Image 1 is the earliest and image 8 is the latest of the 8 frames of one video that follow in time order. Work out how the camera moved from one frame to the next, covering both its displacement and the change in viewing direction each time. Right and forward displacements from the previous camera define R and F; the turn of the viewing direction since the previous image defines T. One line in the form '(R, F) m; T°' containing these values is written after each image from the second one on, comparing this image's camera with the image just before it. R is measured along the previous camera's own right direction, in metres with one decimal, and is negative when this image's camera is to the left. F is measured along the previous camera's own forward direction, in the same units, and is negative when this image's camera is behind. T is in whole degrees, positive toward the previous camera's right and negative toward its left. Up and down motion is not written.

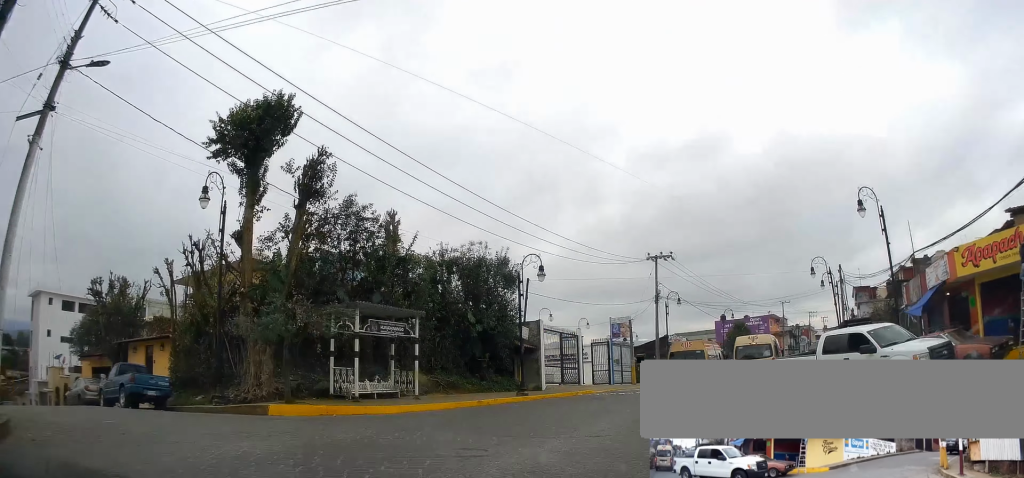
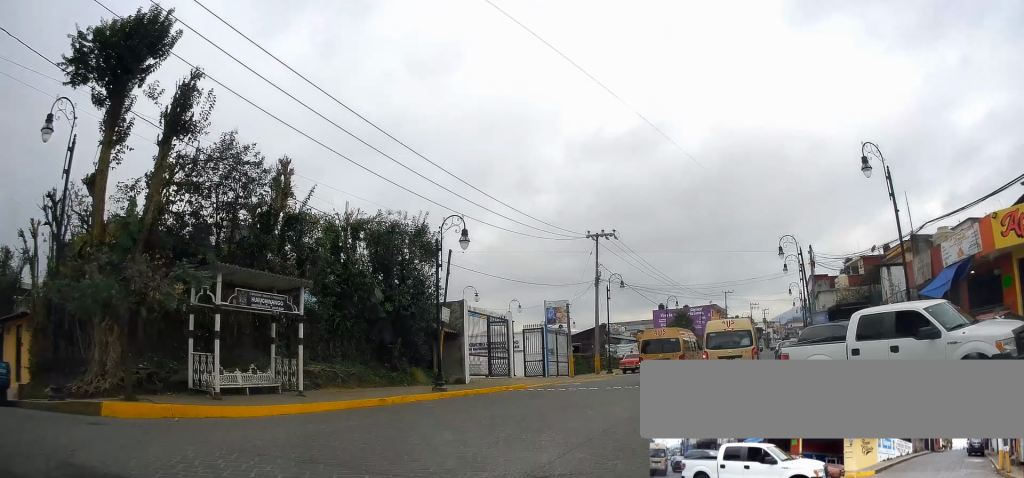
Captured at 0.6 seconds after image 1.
(+0.2, +4.8) m; +5°
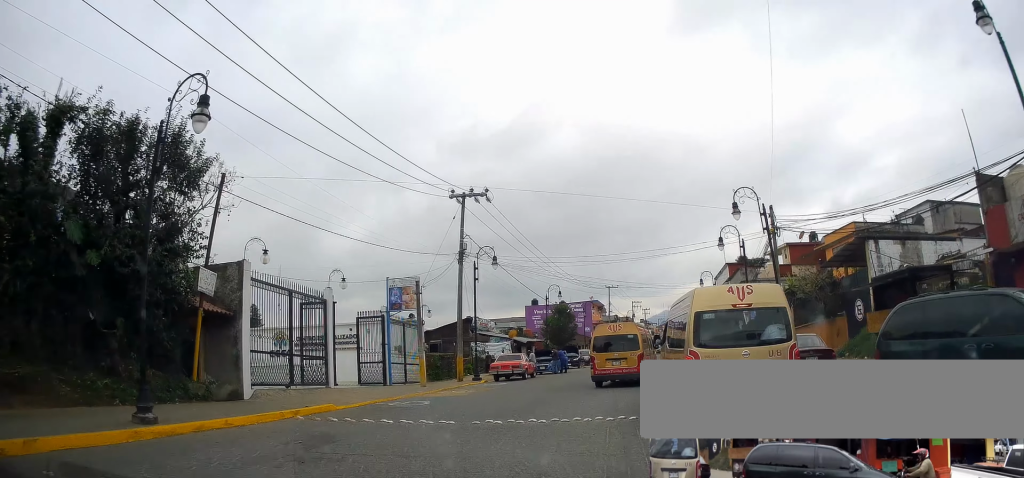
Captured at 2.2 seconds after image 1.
(+1.0, +9.7) m; +14°
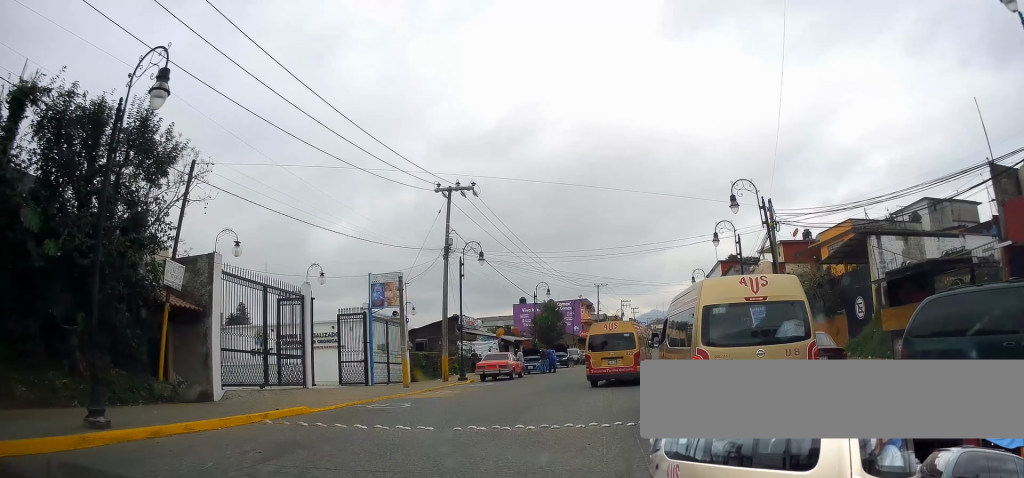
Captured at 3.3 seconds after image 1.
(+0.7, +6.2) m; +11°
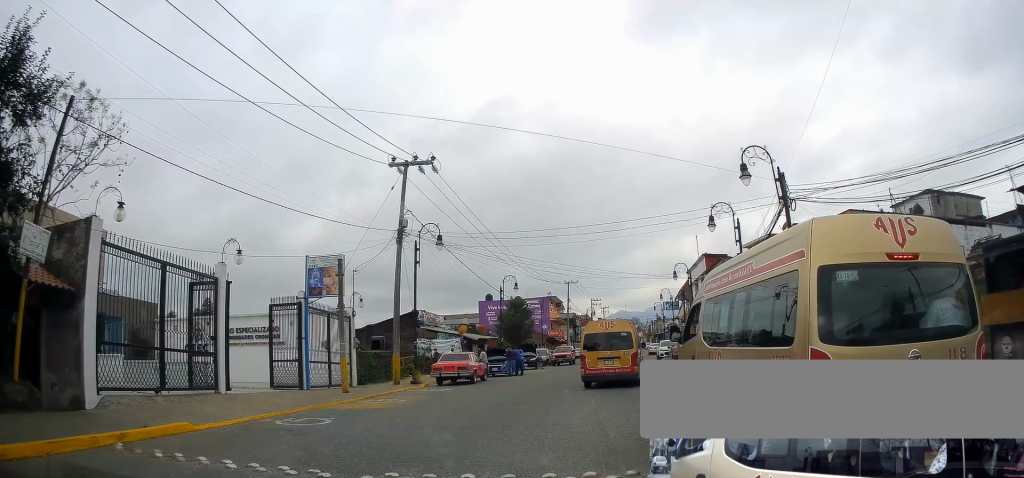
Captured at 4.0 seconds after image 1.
(+0.2, +3.6) m; +4°
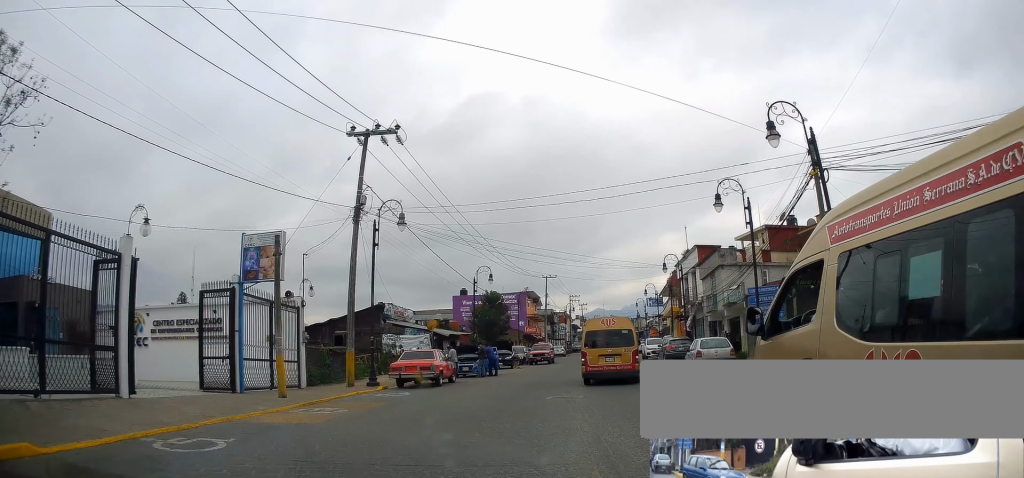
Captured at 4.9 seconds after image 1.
(+0.2, +3.6) m; +4°
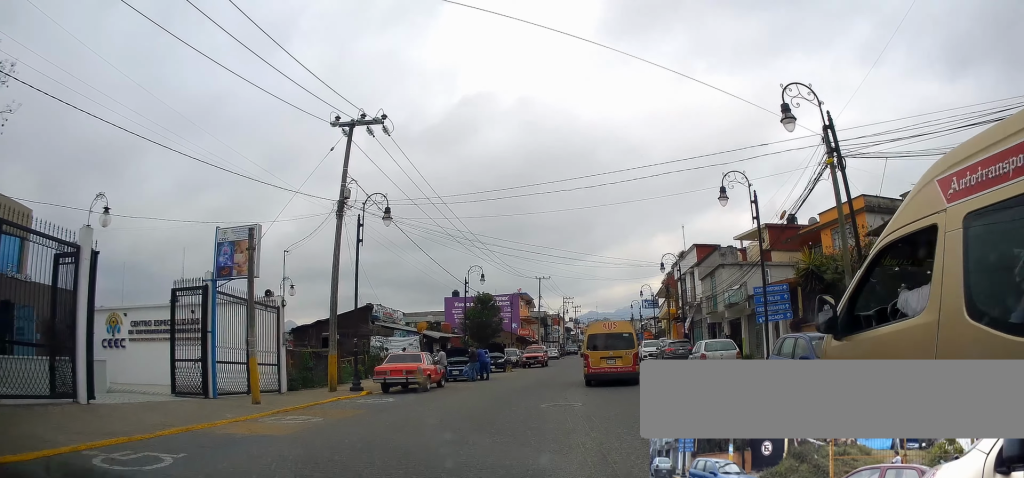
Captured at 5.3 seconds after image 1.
(0.0, +1.6) m; +2°
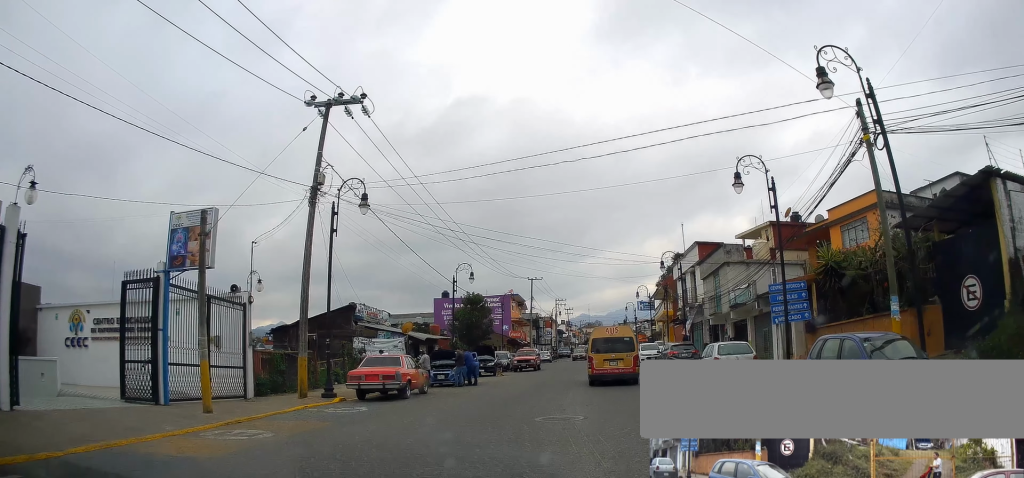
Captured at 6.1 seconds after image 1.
(0.0, +2.1) m; -5°
